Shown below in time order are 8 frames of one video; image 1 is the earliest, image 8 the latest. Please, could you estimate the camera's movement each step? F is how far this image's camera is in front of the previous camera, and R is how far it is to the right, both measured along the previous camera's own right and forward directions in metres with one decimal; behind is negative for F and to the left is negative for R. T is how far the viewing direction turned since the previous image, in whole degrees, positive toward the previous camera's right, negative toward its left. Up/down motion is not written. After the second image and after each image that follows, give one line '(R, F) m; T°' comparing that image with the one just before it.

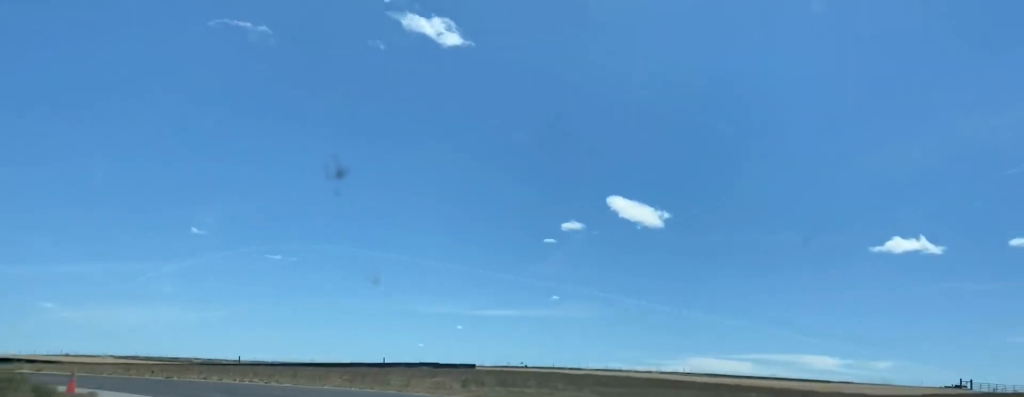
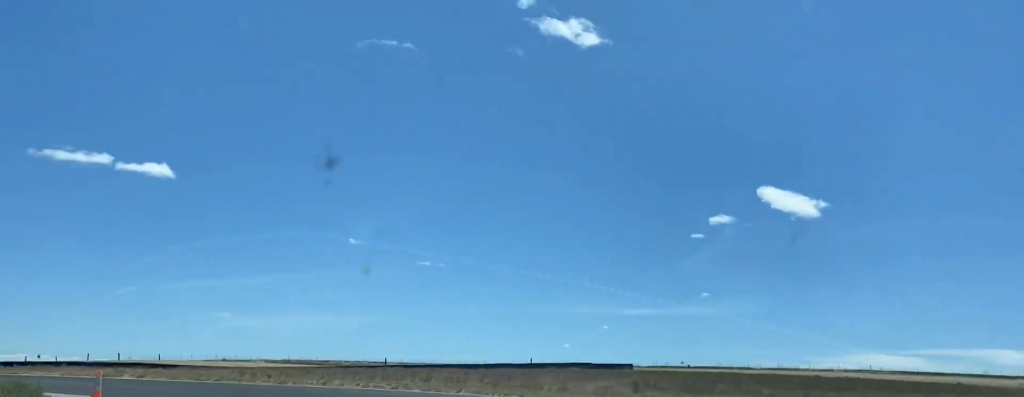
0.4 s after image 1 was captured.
(+0.4, +10.8) m; -7°
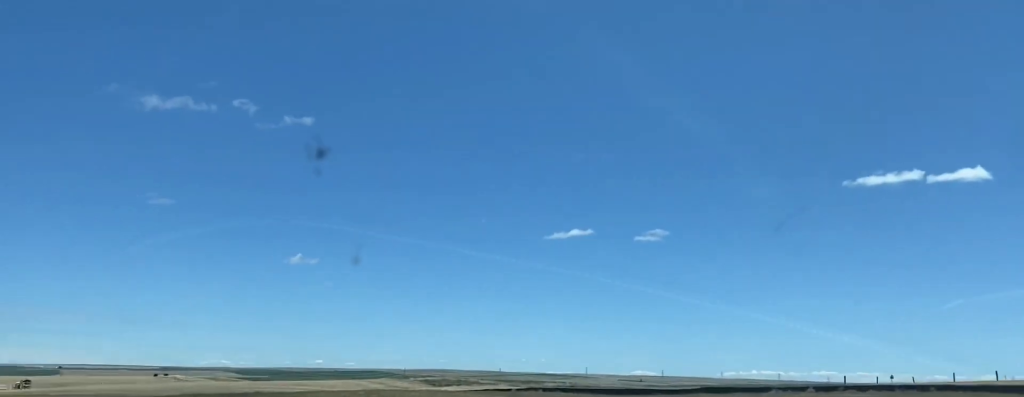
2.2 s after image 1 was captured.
(-14.9, +30.7) m; -54°
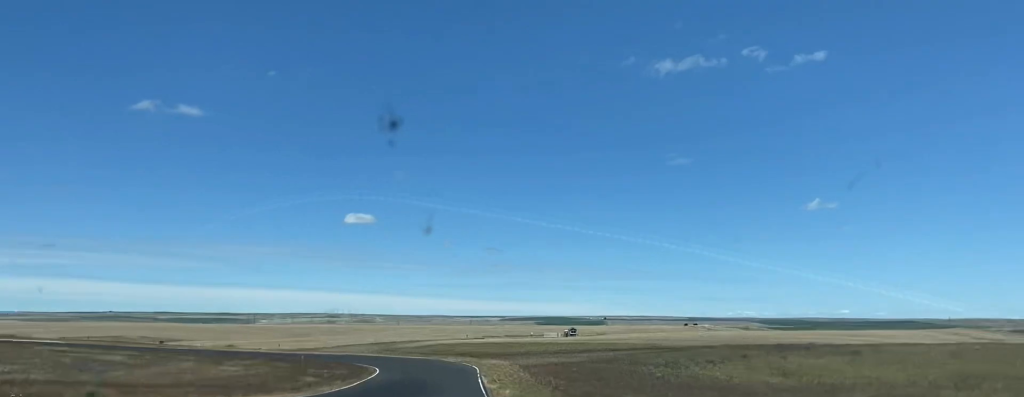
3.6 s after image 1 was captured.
(-9.3, +28.0) m; -28°
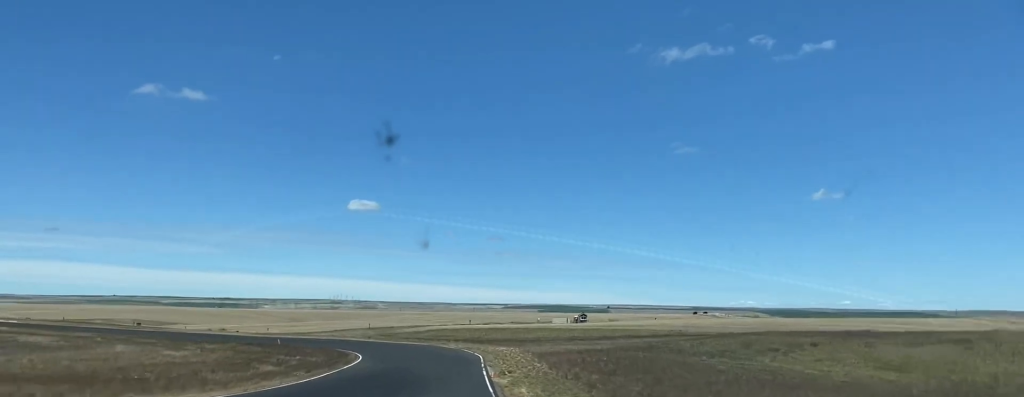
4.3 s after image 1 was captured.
(-1.1, +18.0) m; -4°
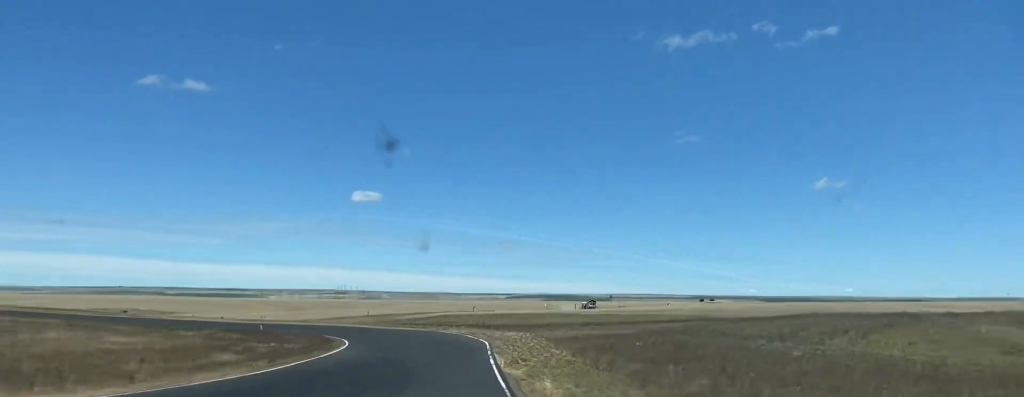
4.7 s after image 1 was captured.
(-0.2, +11.0) m; -2°
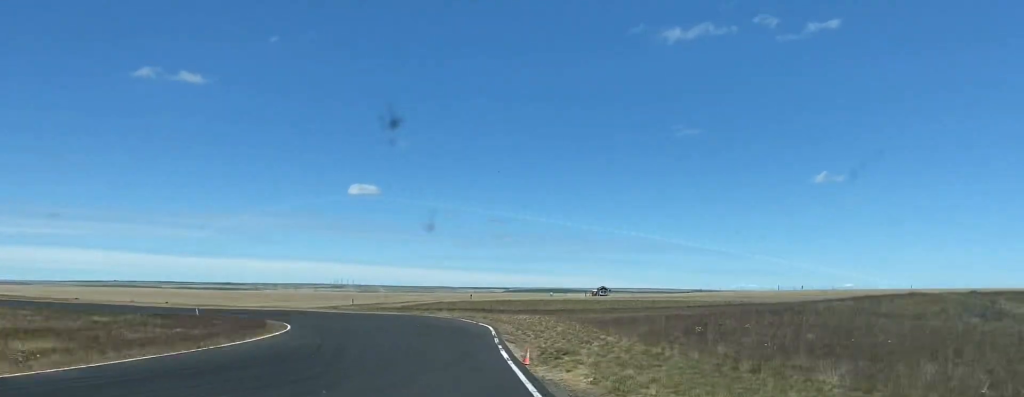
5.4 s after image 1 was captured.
(-0.4, +18.7) m; -1°
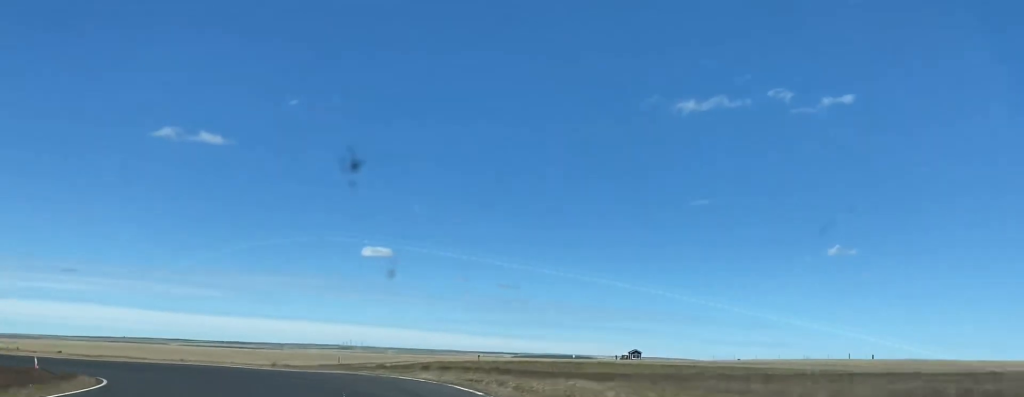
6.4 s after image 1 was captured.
(+0.1, +25.5) m; -5°
